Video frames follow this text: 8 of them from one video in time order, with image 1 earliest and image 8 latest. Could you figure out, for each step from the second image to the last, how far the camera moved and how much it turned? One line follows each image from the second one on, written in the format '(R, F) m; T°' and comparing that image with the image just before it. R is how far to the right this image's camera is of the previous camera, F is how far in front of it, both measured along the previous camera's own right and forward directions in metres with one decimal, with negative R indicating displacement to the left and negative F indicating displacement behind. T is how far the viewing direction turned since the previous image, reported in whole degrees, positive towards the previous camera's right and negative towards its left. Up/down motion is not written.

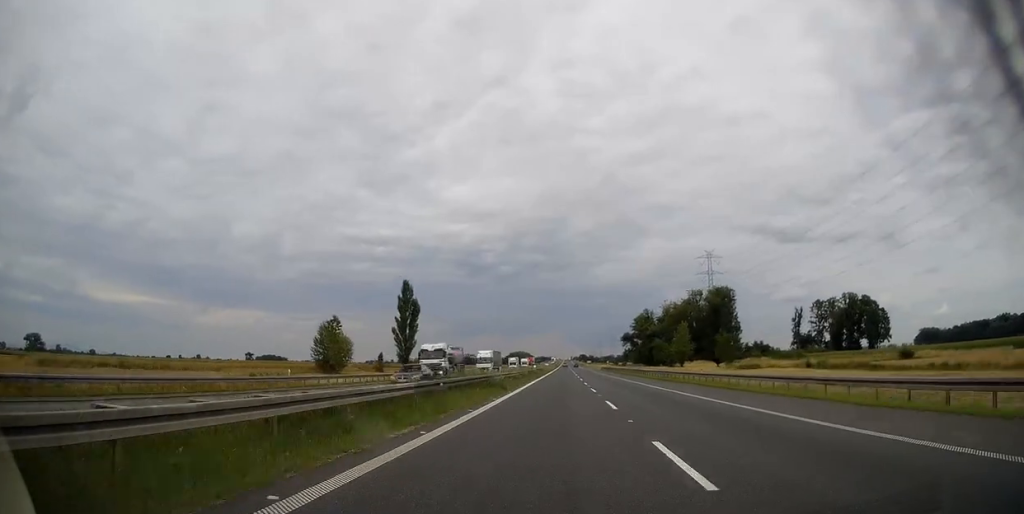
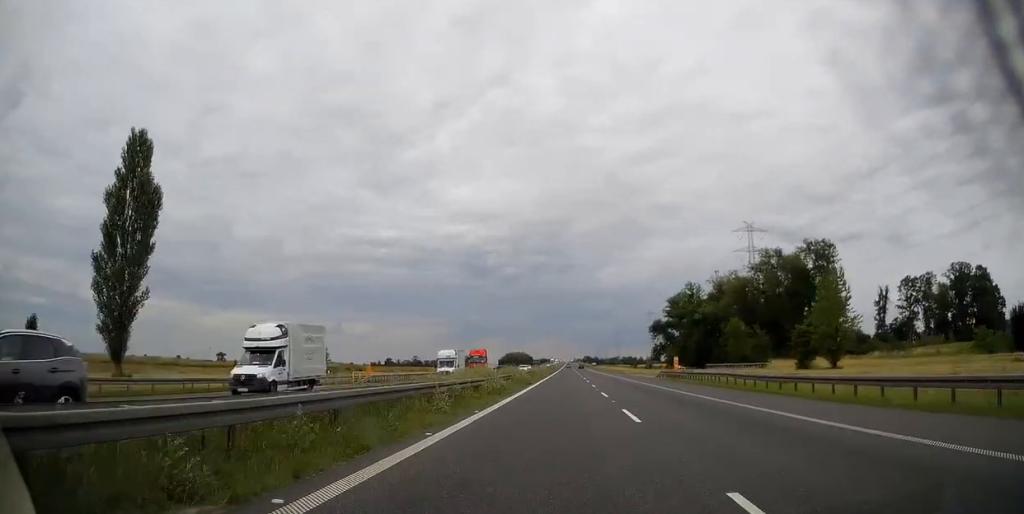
(-1.3, +89.7) m; -1°
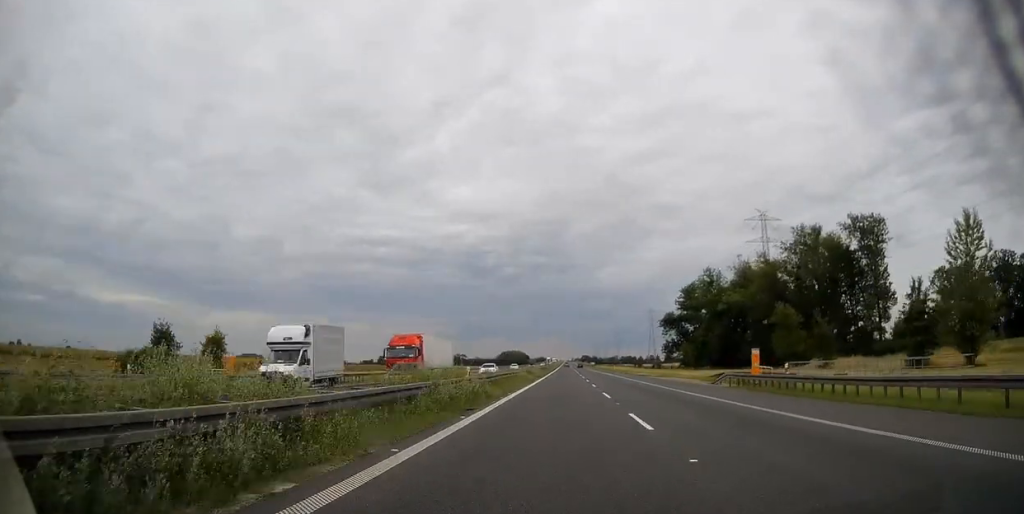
(+0.1, +26.2) m; 0°
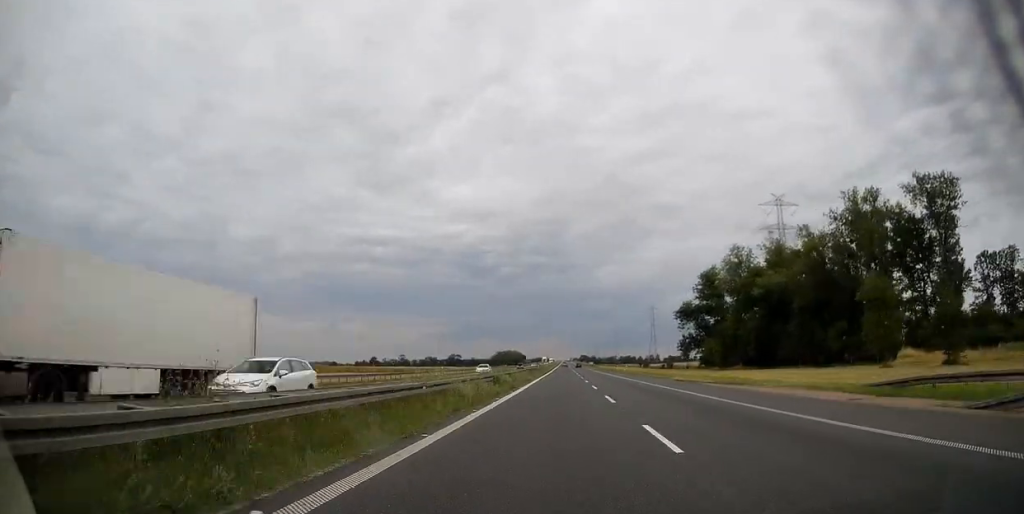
(0.0, +27.7) m; 0°
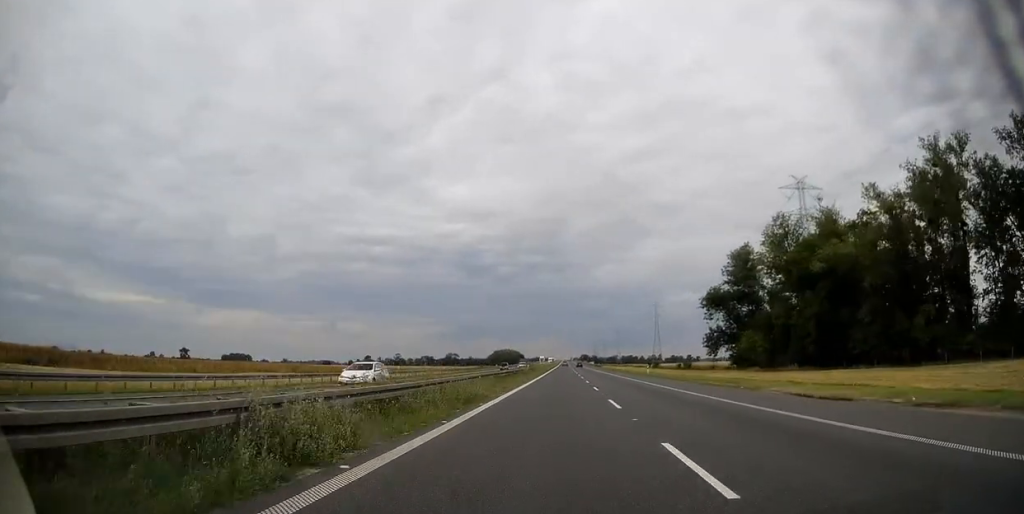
(+0.1, +27.5) m; 0°
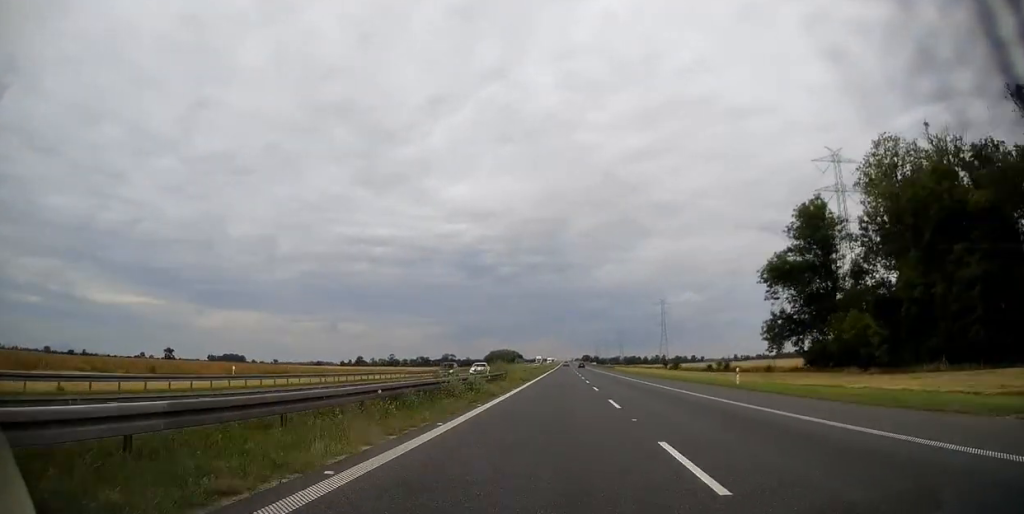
(0.0, +36.4) m; 0°
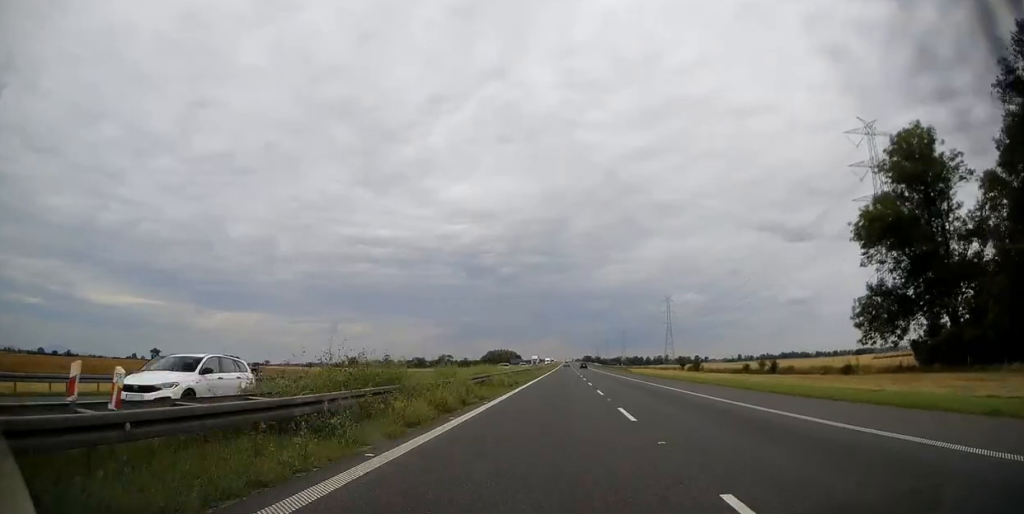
(-0.1, +28.7) m; 0°
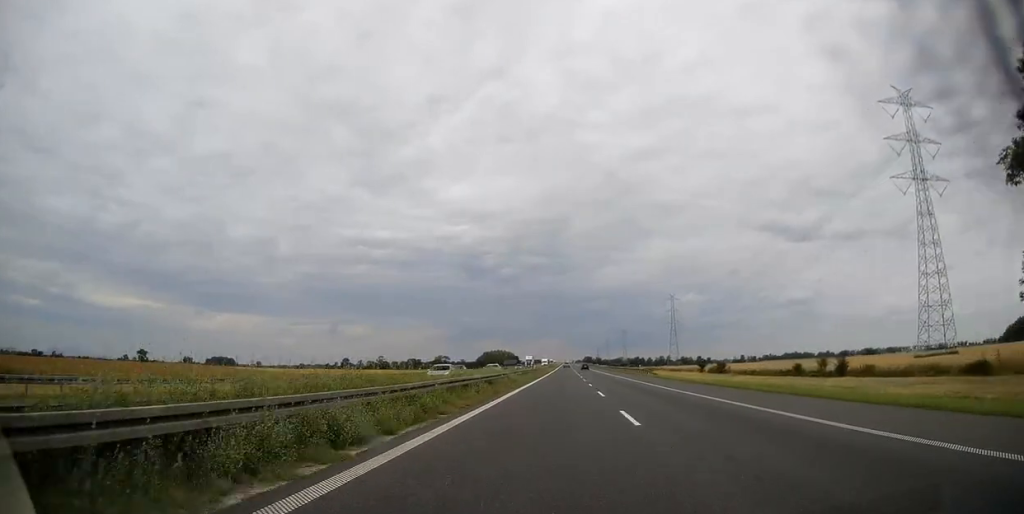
(+0.1, +25.4) m; 0°
